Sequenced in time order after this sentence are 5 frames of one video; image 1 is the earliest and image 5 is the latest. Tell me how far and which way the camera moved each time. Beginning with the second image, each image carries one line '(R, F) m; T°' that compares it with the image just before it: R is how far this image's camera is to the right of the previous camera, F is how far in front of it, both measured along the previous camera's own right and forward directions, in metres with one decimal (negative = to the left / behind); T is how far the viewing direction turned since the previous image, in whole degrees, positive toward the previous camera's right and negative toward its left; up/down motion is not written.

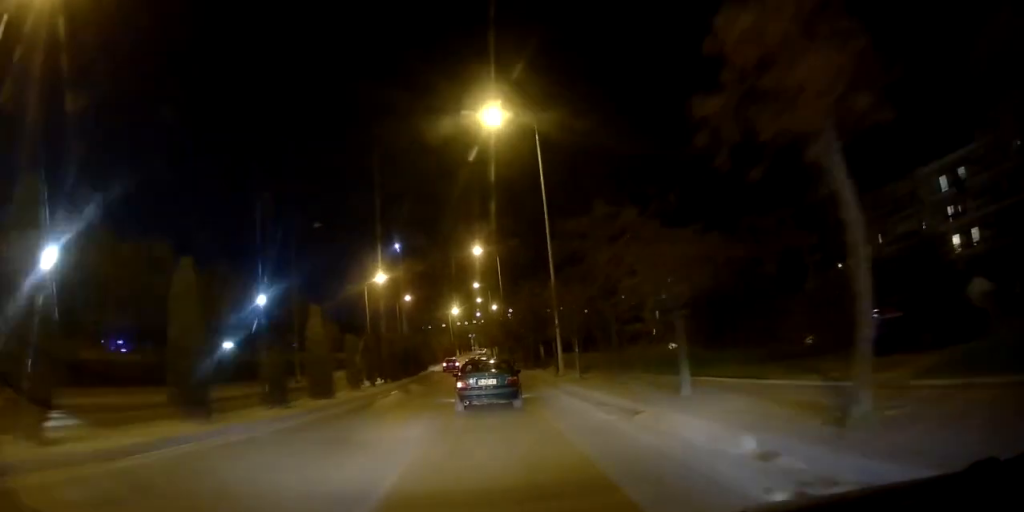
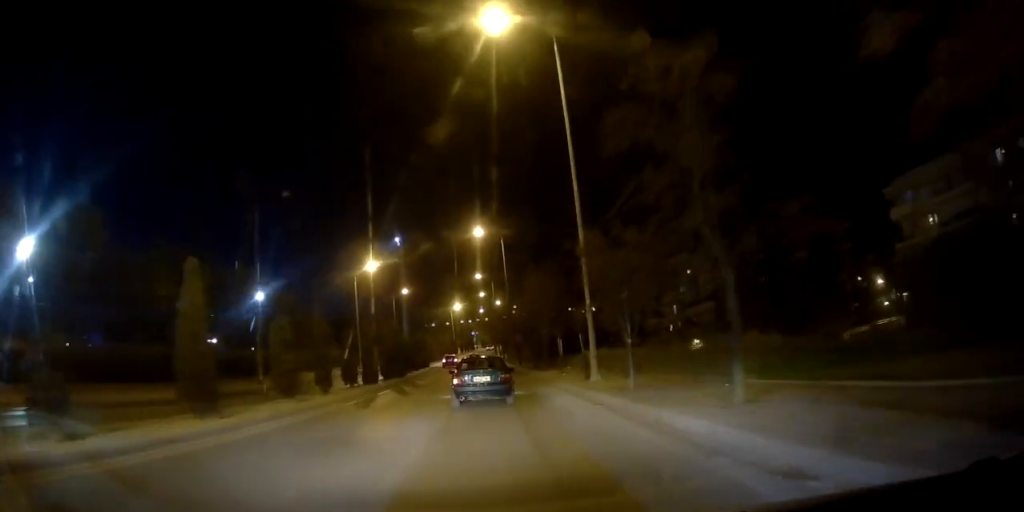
(+0.1, +9.2) m; 0°
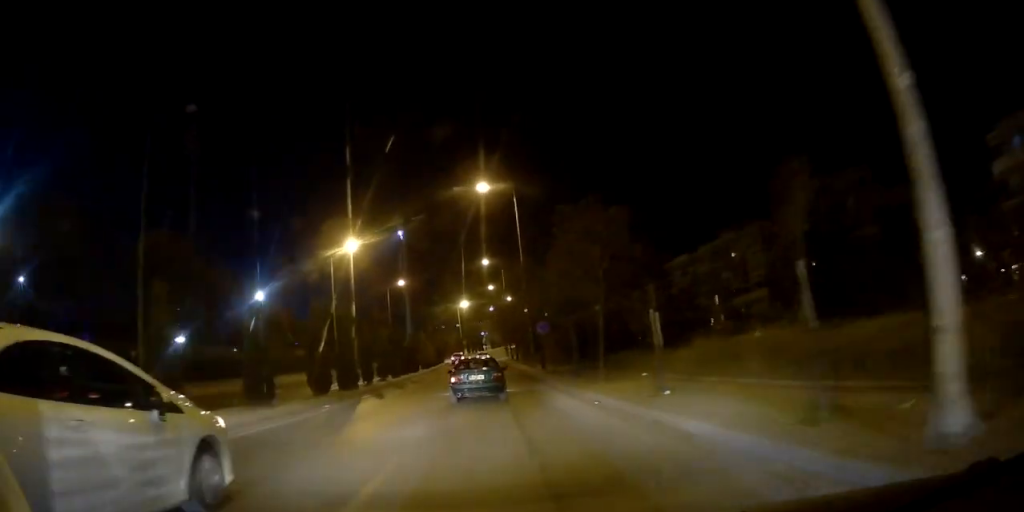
(0.0, +16.5) m; -1°
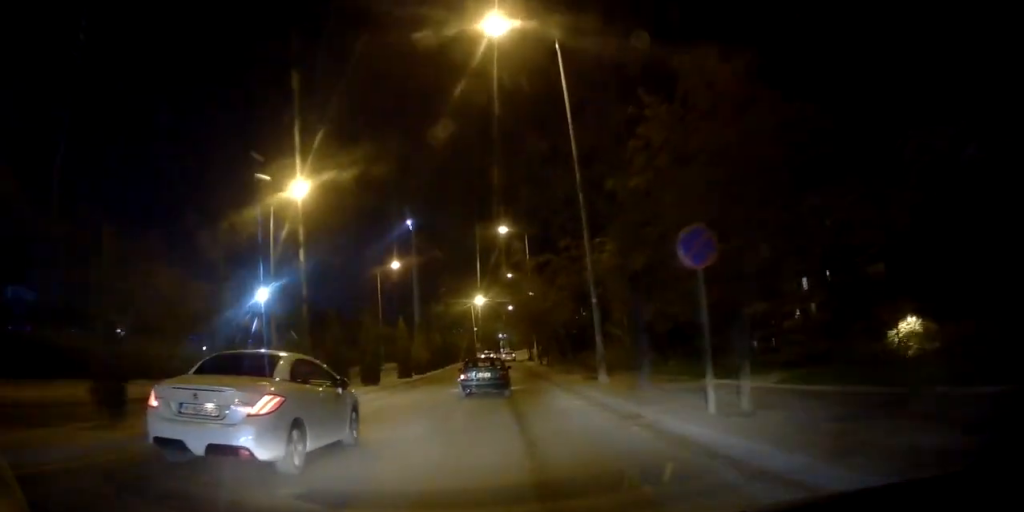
(-0.5, +22.9) m; -2°
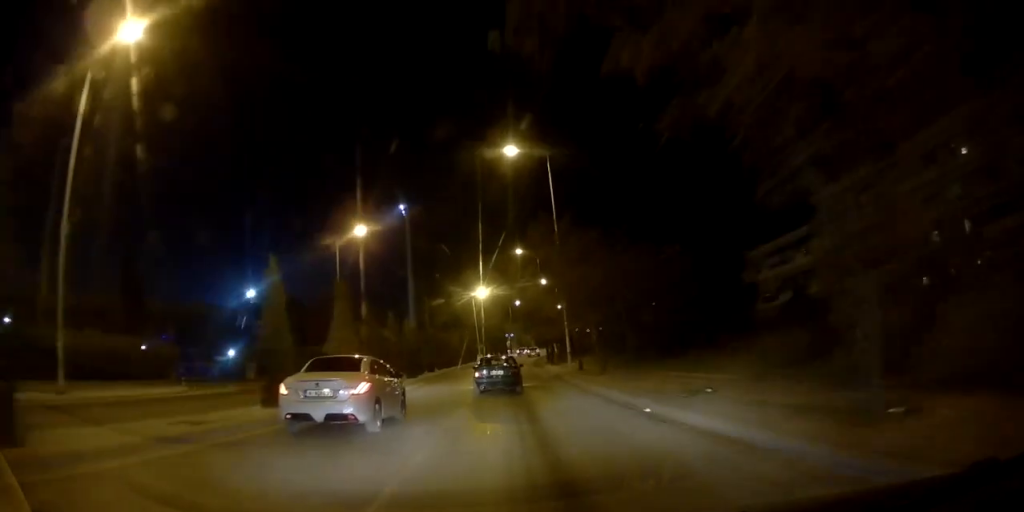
(-0.1, +23.3) m; 0°
